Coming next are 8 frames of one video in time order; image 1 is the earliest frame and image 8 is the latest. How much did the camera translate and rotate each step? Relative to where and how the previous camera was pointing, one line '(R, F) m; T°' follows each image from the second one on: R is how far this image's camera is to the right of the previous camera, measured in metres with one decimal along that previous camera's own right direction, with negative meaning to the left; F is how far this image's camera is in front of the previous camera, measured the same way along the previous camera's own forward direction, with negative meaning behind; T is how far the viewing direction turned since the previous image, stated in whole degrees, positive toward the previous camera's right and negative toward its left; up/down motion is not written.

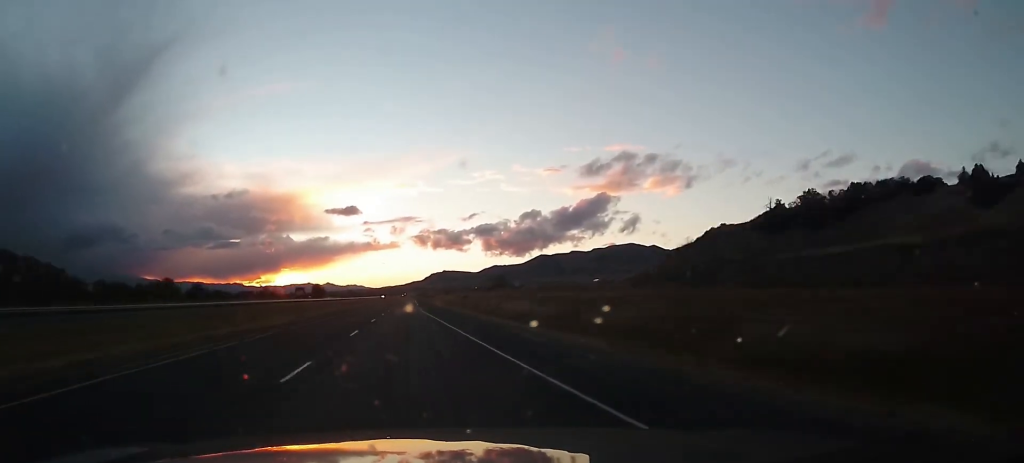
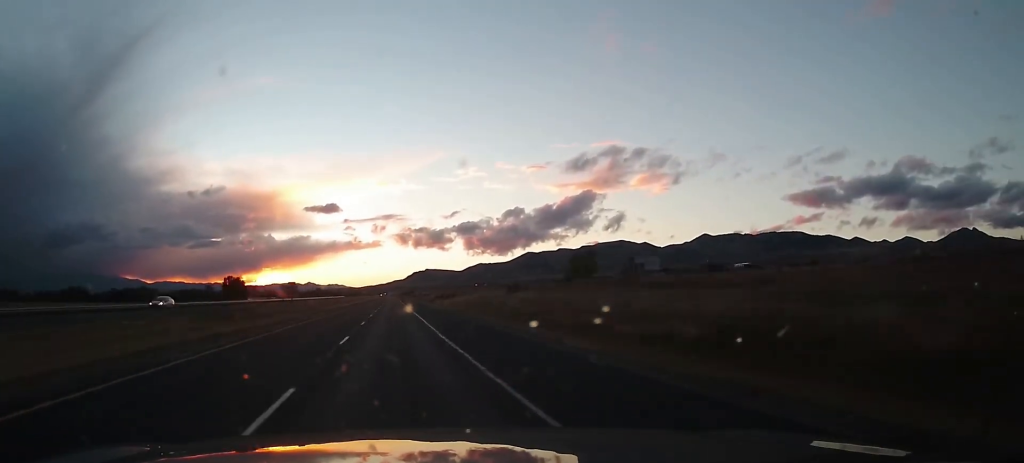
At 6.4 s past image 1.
(+3.7, +240.7) m; 0°
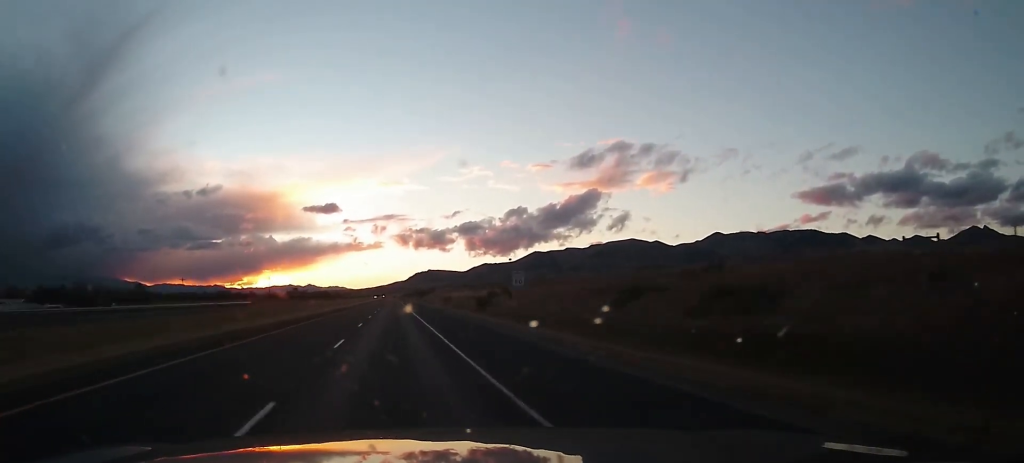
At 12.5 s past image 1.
(-0.7, +240.4) m; 0°
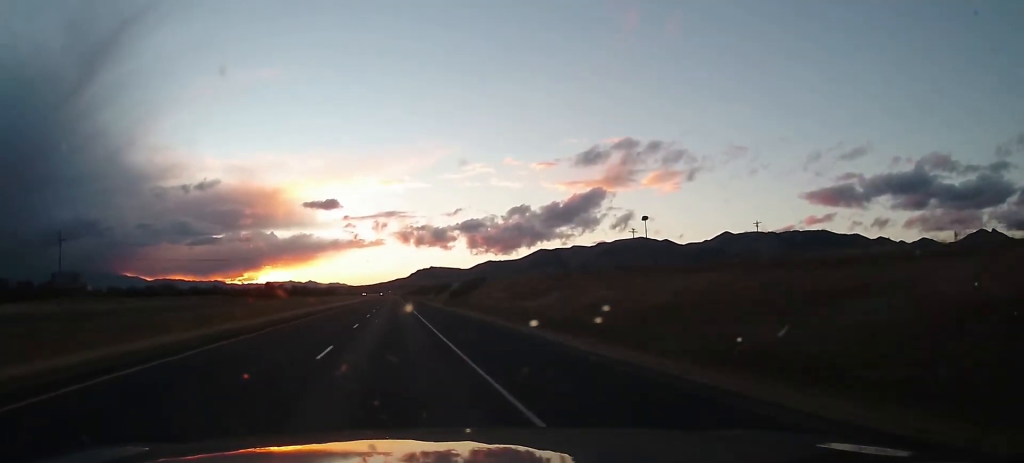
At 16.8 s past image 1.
(-0.3, +169.0) m; 0°
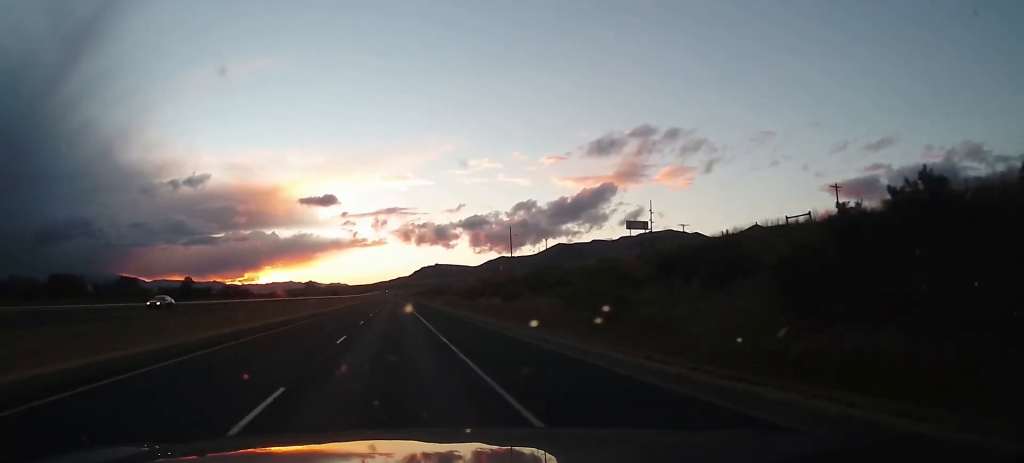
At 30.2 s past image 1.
(+0.3, +534.8) m; 0°
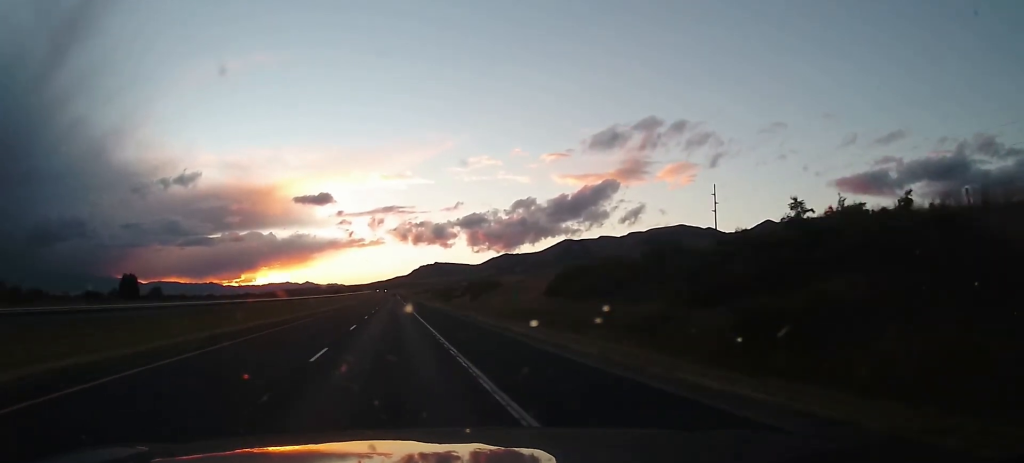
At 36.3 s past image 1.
(+0.4, +252.2) m; 0°
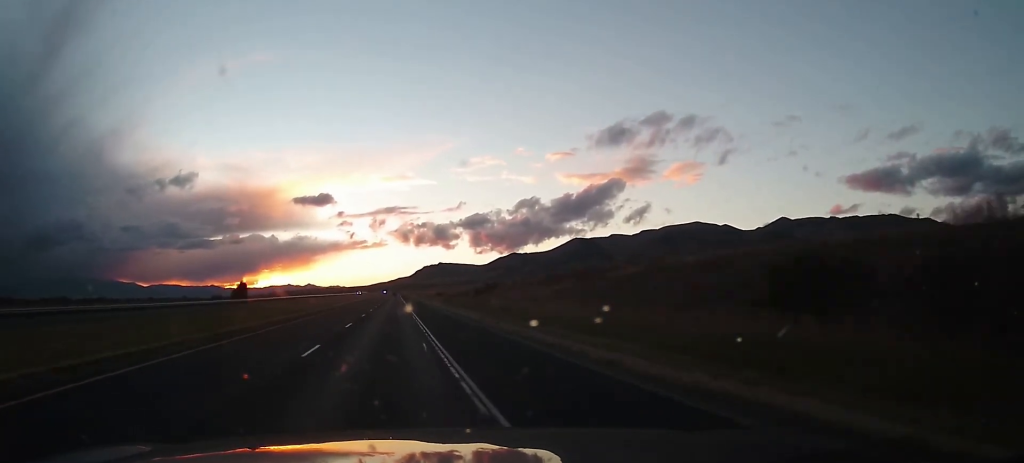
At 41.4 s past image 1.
(-0.3, +208.4) m; 0°
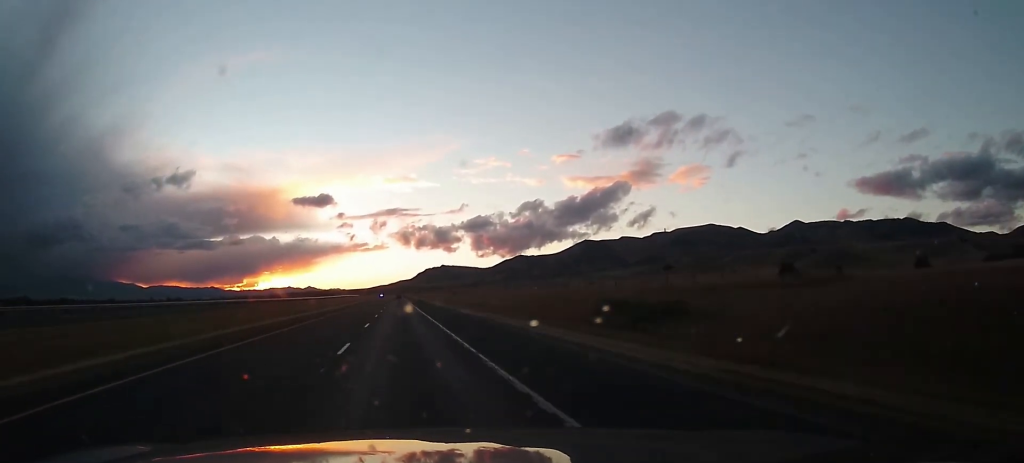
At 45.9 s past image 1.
(-0.7, +185.9) m; 0°
